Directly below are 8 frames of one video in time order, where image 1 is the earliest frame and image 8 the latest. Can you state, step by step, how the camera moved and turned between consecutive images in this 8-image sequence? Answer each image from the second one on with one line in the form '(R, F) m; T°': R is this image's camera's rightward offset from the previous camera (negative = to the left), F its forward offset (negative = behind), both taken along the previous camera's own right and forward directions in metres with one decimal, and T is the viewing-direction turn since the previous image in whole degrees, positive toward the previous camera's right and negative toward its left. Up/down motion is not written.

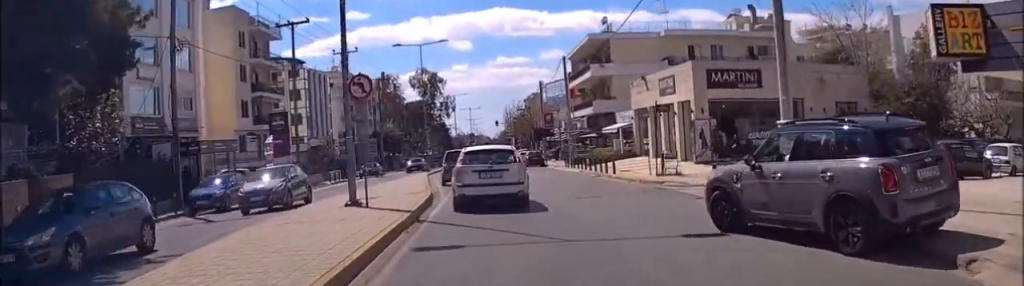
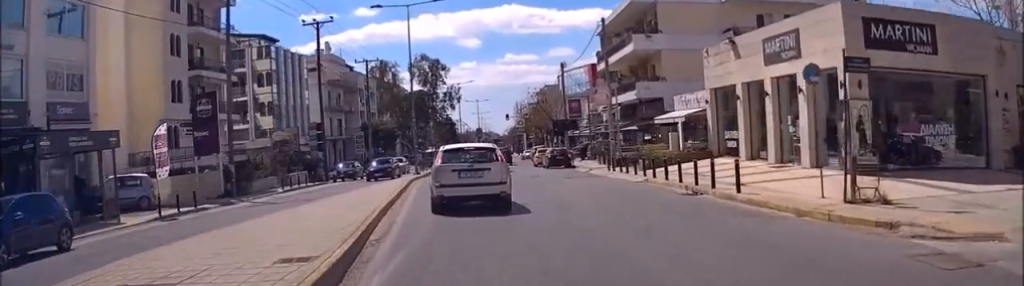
(0.0, +13.3) m; -2°
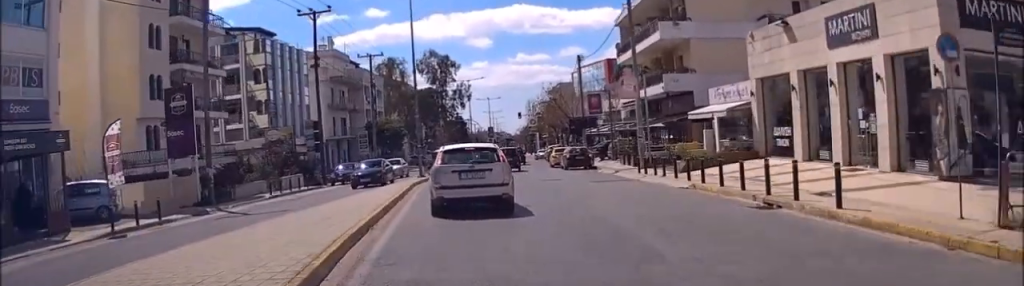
(0.0, +3.7) m; 0°
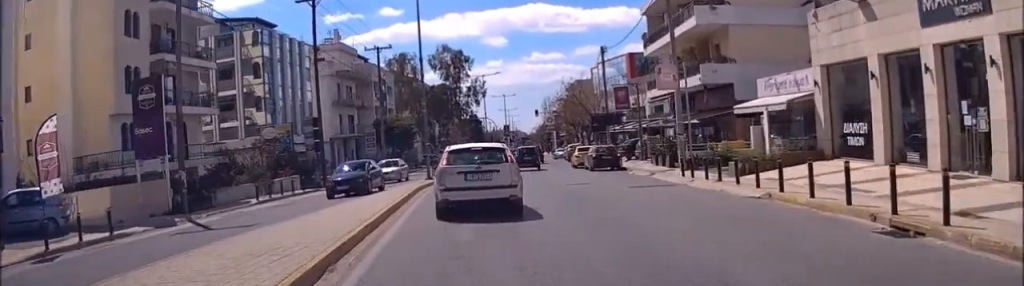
(-0.1, +4.0) m; +1°
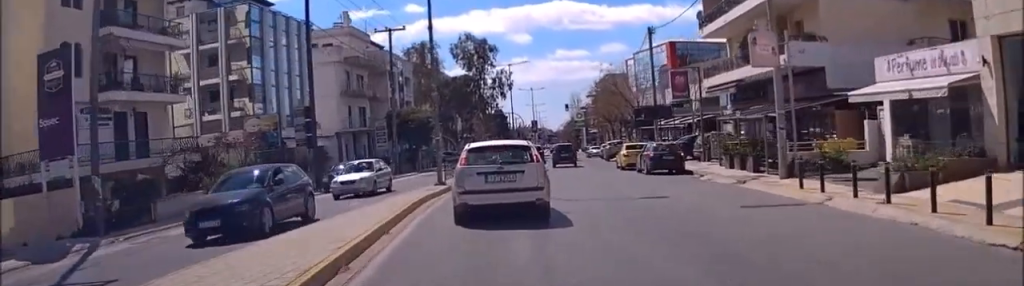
(+0.1, +7.2) m; +2°
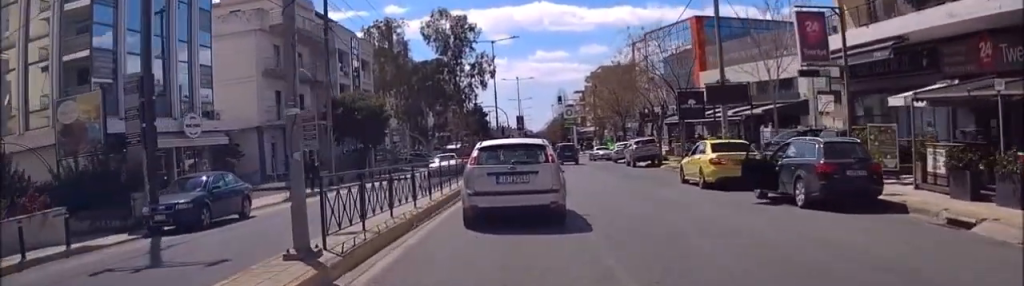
(+0.3, +15.8) m; +2°
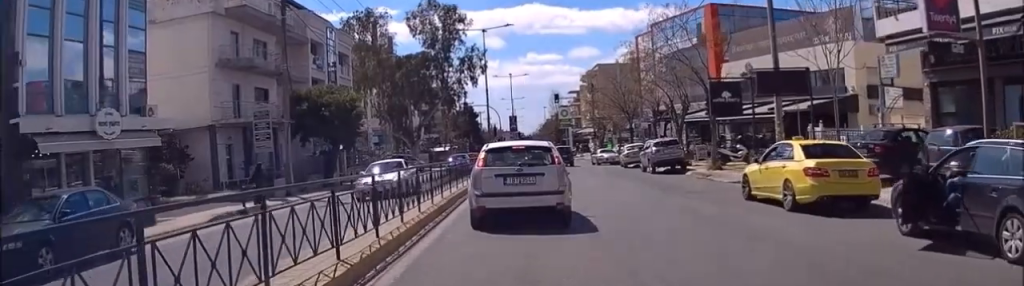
(0.0, +5.8) m; +1°
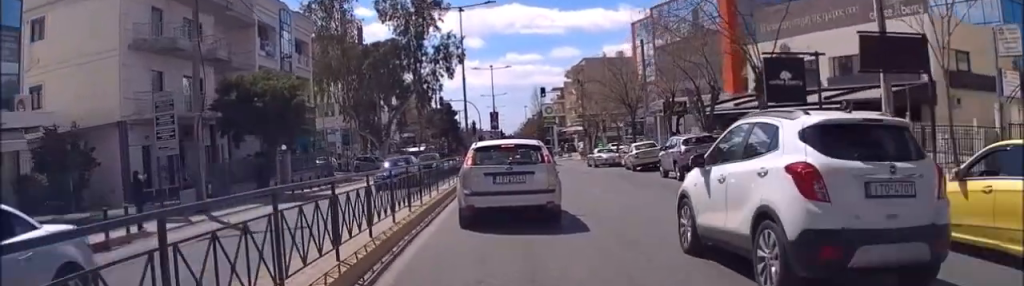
(+0.1, +6.7) m; +1°
